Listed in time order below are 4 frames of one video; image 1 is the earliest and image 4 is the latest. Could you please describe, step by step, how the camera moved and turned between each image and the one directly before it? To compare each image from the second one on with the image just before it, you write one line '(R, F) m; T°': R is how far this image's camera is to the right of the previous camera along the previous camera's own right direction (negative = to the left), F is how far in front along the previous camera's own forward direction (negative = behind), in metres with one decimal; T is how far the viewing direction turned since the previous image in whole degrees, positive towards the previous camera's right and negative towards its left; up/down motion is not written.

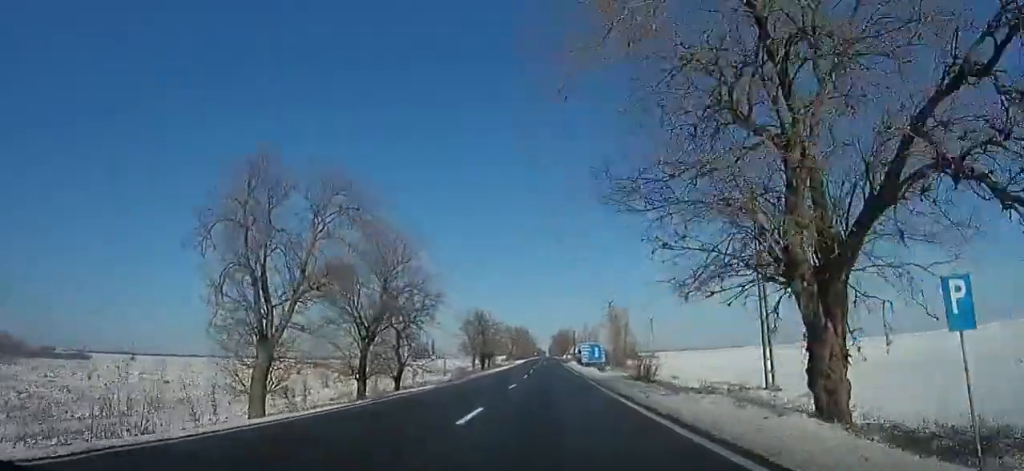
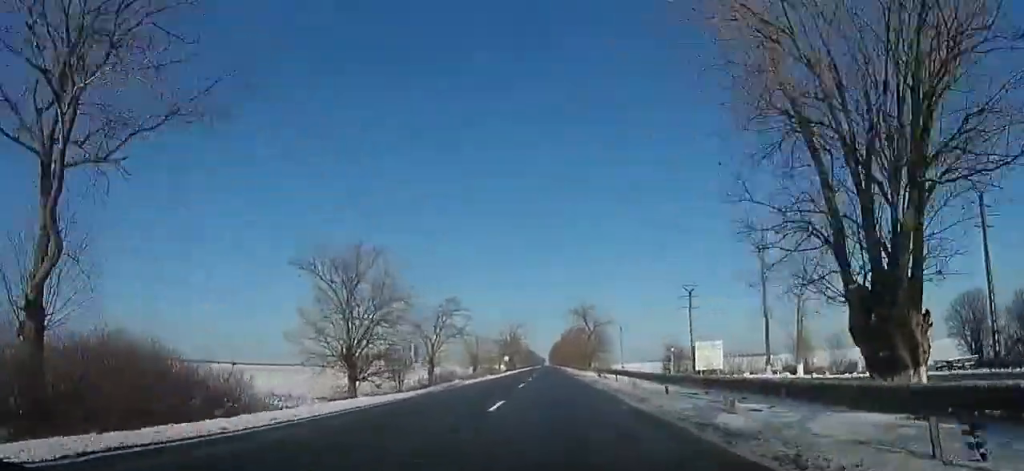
(-1.3, +186.3) m; +1°
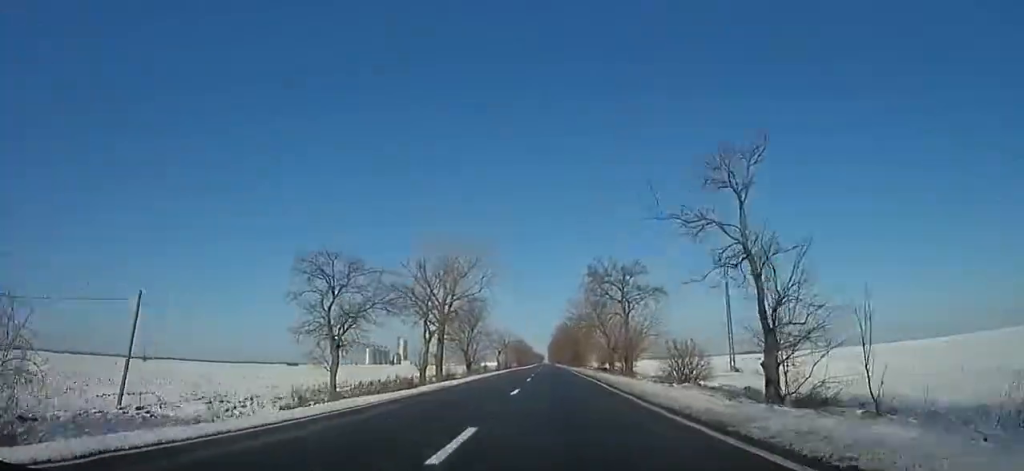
(-1.1, +90.0) m; -1°
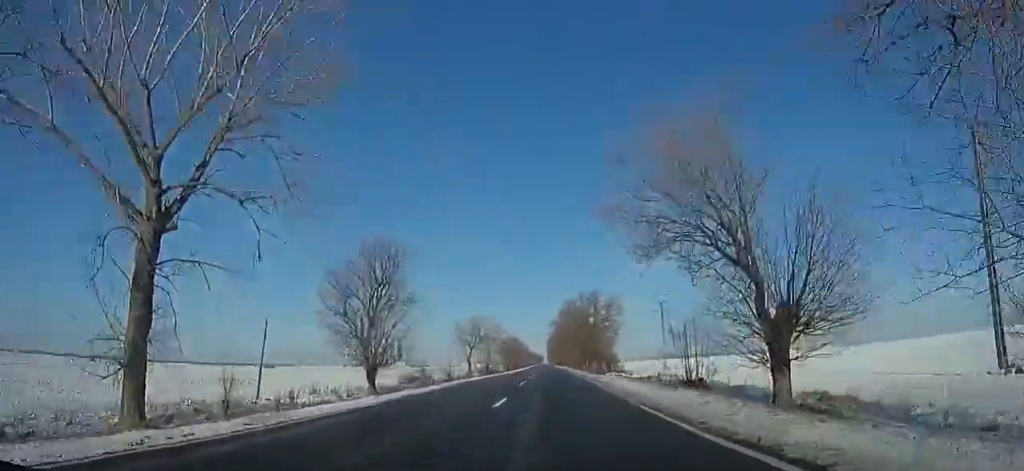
(+0.7, +40.3) m; 0°
